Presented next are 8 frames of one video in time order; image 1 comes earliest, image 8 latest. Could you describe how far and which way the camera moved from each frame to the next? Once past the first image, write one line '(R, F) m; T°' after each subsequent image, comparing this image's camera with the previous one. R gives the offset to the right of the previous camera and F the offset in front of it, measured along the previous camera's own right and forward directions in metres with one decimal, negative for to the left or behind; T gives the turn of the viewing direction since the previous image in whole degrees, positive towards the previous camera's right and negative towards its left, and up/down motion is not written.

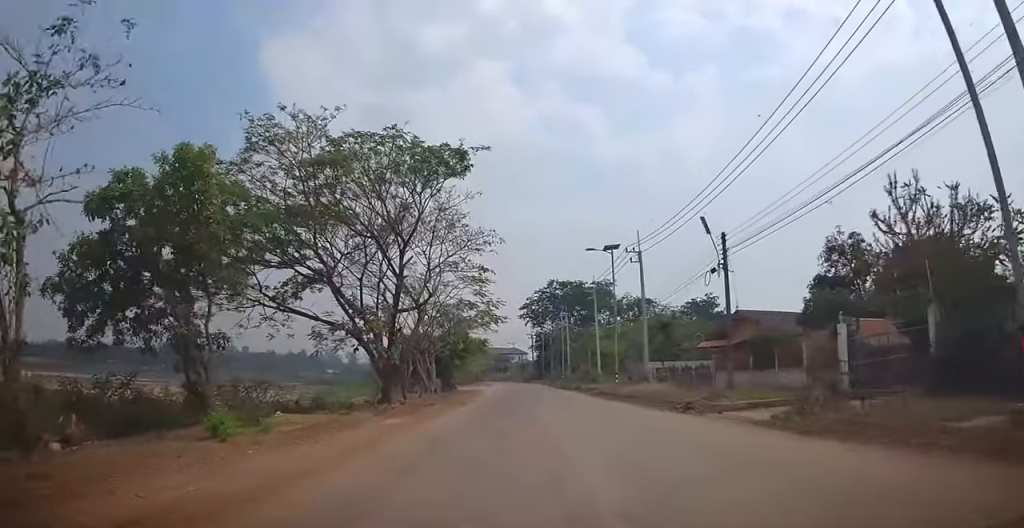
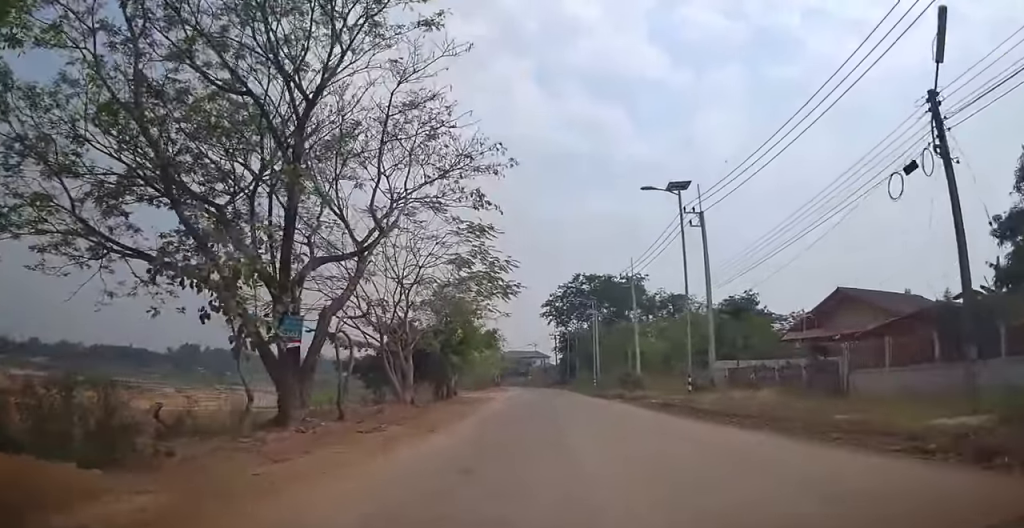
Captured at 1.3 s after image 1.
(-0.5, +12.1) m; 0°
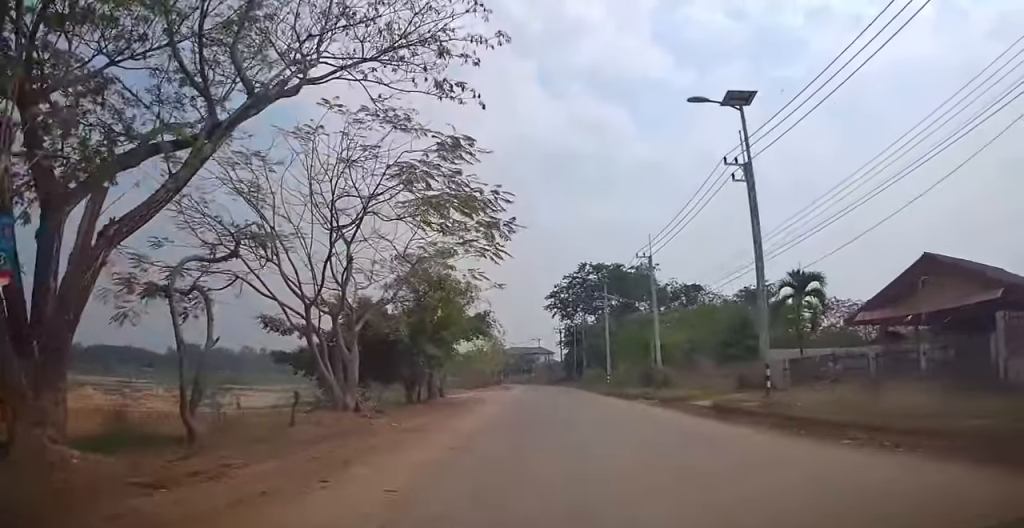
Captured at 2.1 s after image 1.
(+0.2, +7.6) m; -1°
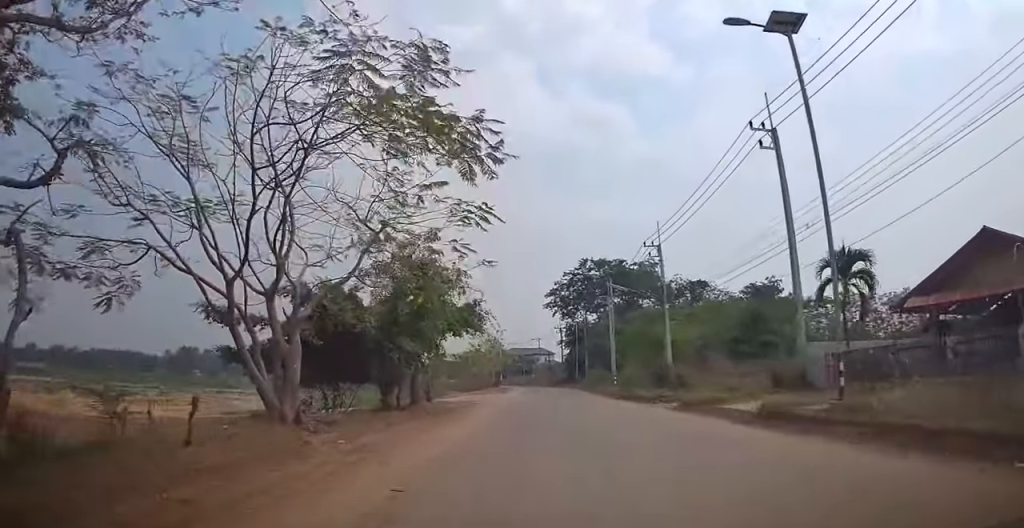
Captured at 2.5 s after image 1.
(+0.1, +4.0) m; -2°
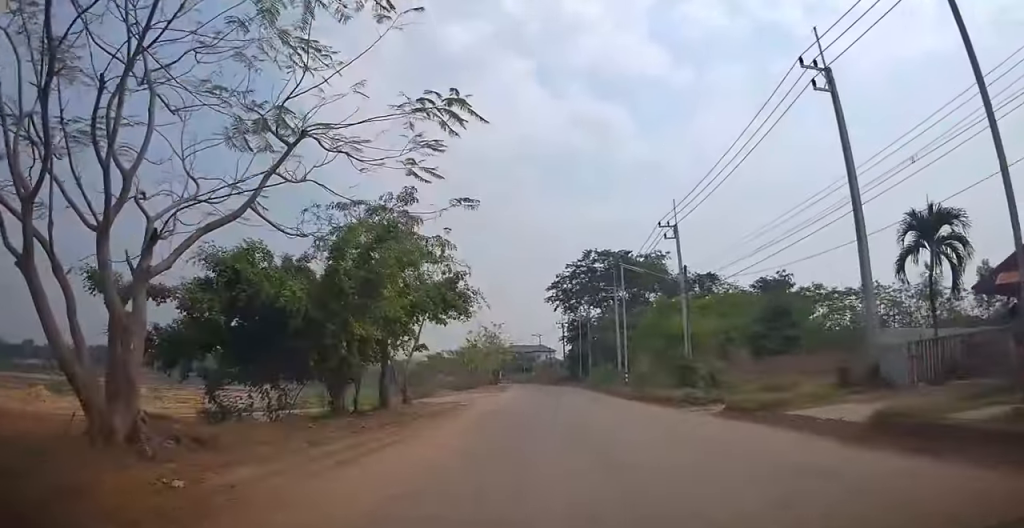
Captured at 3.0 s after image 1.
(-0.3, +5.1) m; -2°
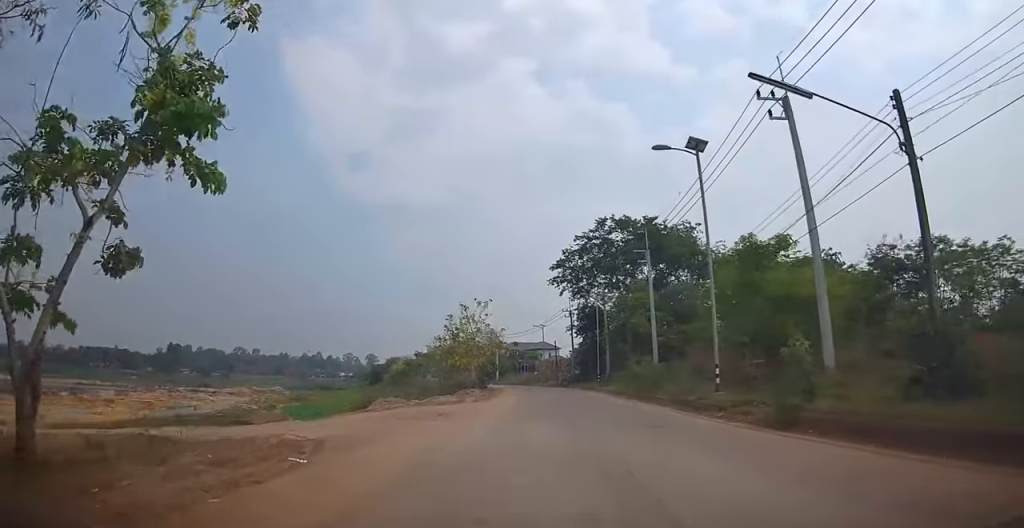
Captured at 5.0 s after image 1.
(0.0, +18.1) m; +3°
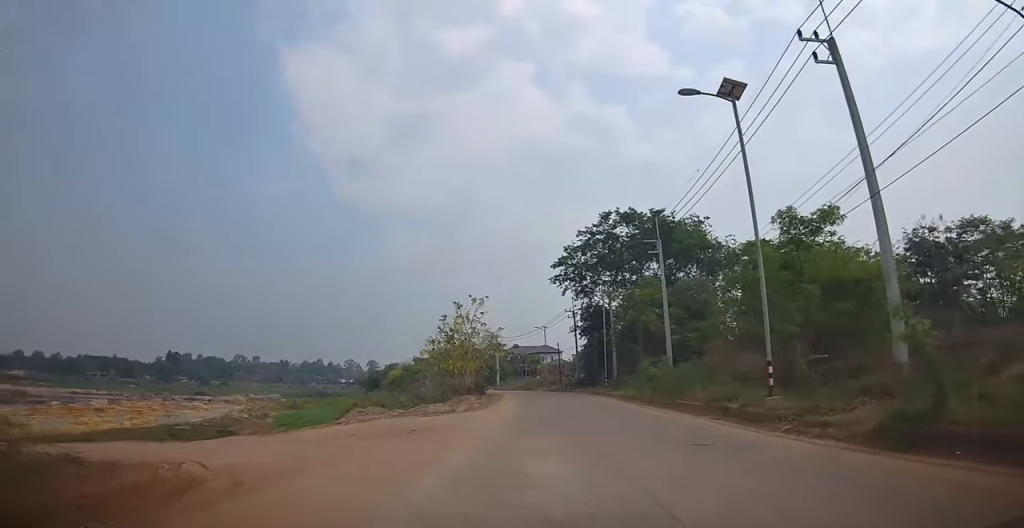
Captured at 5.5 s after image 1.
(+0.4, +4.1) m; 0°
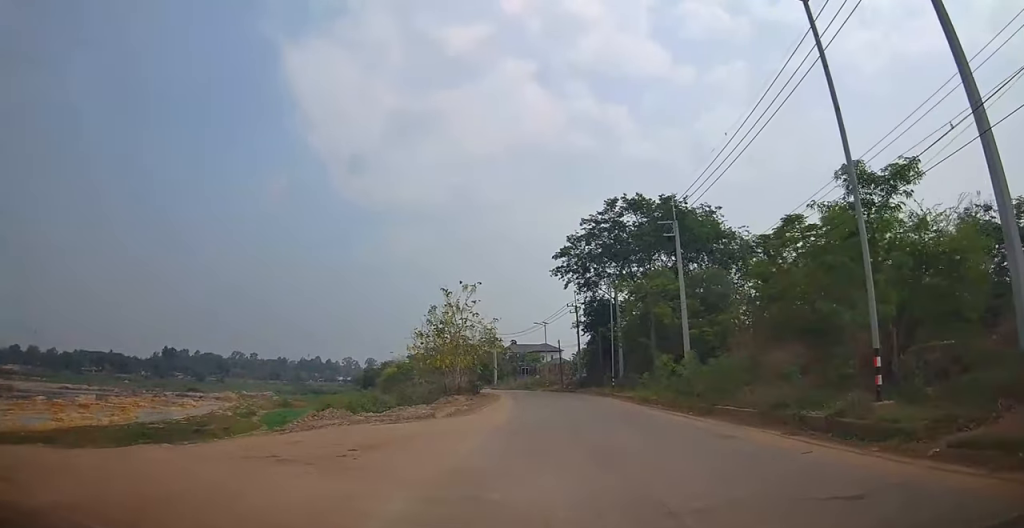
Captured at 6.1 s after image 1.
(-0.3, +4.9) m; 0°
